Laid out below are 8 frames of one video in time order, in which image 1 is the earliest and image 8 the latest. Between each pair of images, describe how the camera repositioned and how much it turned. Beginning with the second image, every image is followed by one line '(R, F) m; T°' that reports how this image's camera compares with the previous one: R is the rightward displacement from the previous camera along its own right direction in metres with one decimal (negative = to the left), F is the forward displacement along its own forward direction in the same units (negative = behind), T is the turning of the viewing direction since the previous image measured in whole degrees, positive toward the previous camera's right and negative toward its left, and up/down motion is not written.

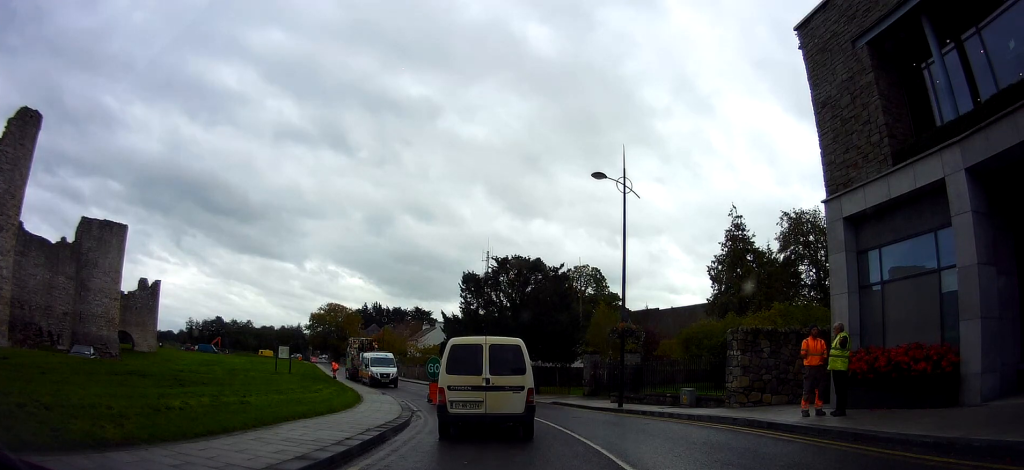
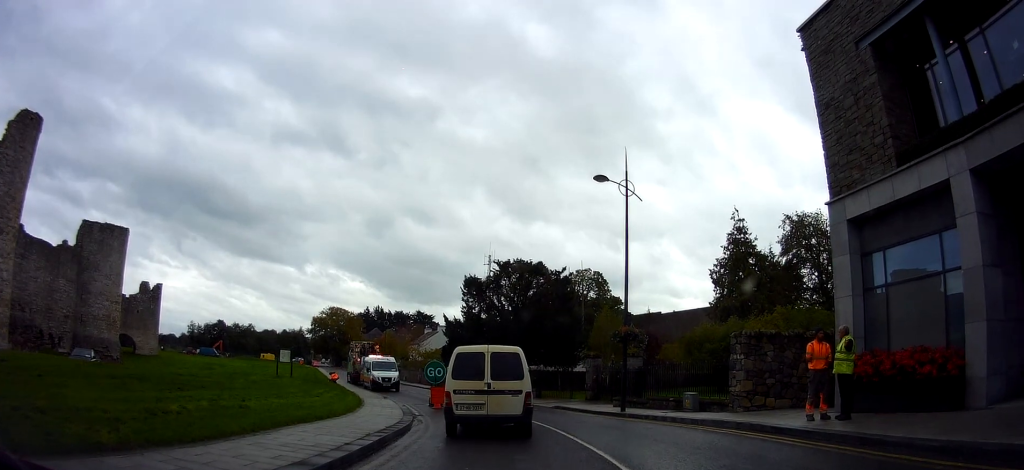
(0.0, 0.0) m; 0°
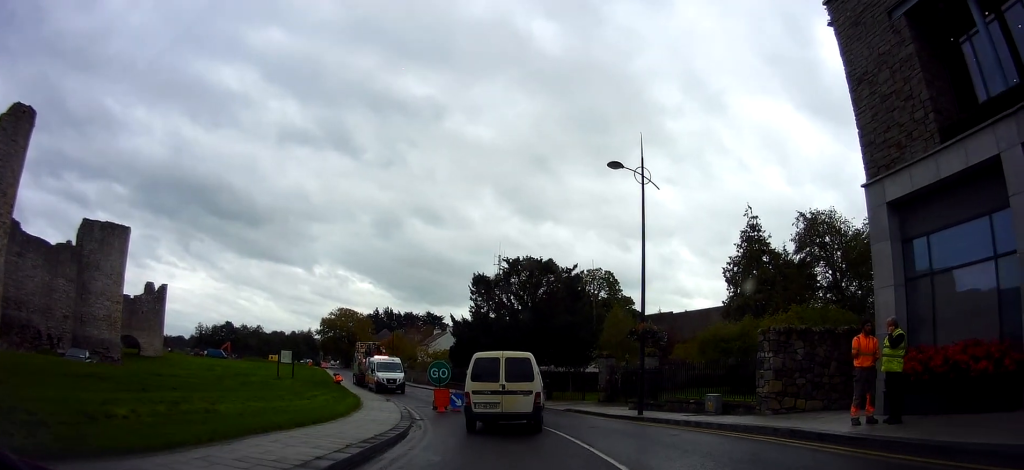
(0.0, 0.0) m; 0°
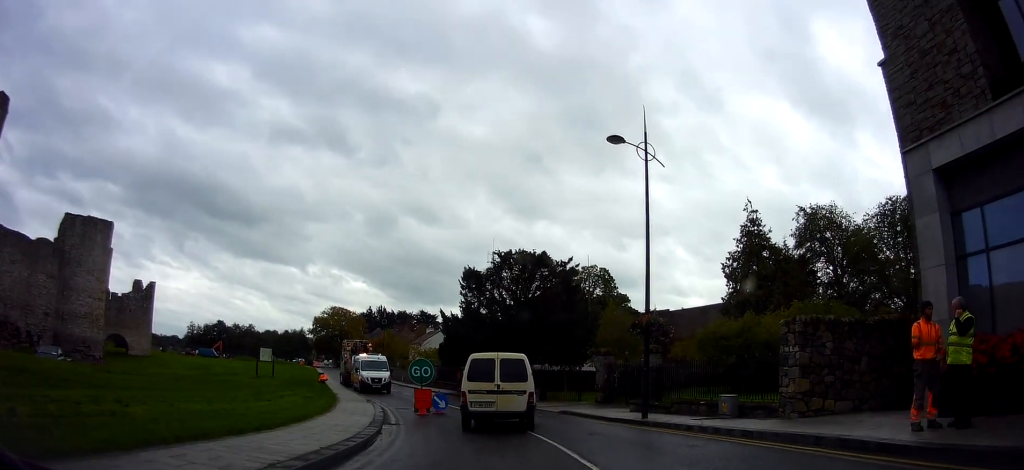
(0.0, +0.3) m; 0°
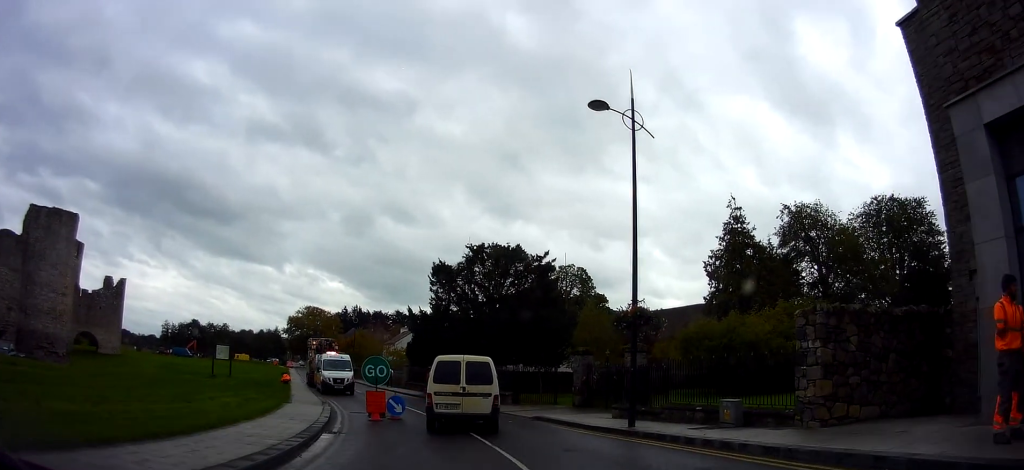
(0.0, +0.8) m; 0°
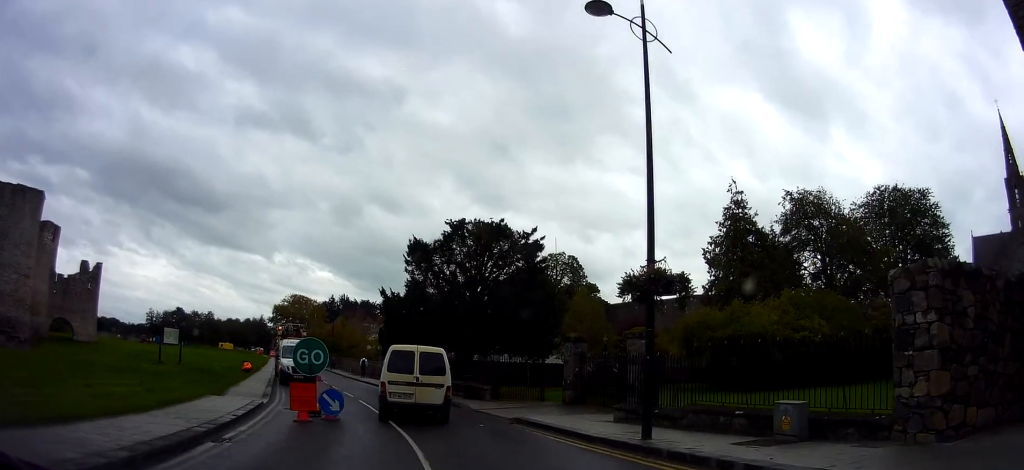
(0.0, +2.5) m; 0°
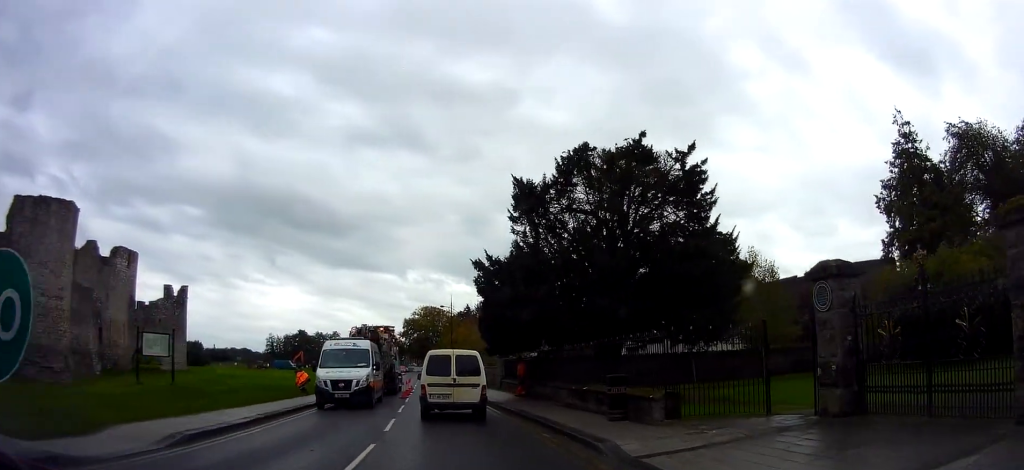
(-1.1, +9.4) m; -17°
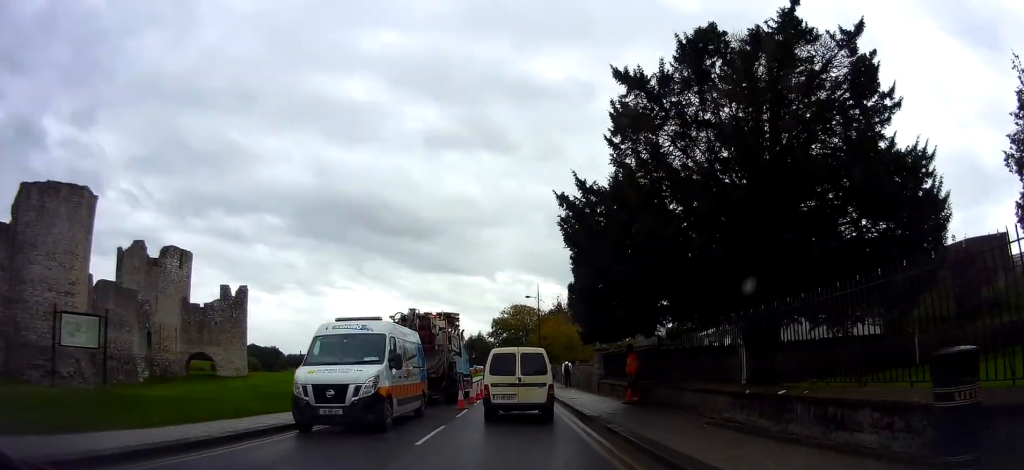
(-0.6, +6.8) m; -7°
